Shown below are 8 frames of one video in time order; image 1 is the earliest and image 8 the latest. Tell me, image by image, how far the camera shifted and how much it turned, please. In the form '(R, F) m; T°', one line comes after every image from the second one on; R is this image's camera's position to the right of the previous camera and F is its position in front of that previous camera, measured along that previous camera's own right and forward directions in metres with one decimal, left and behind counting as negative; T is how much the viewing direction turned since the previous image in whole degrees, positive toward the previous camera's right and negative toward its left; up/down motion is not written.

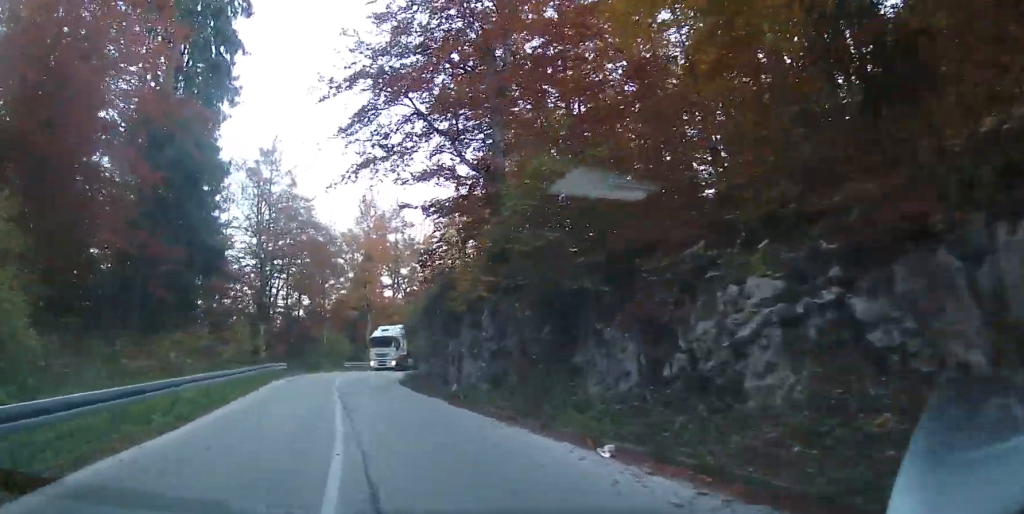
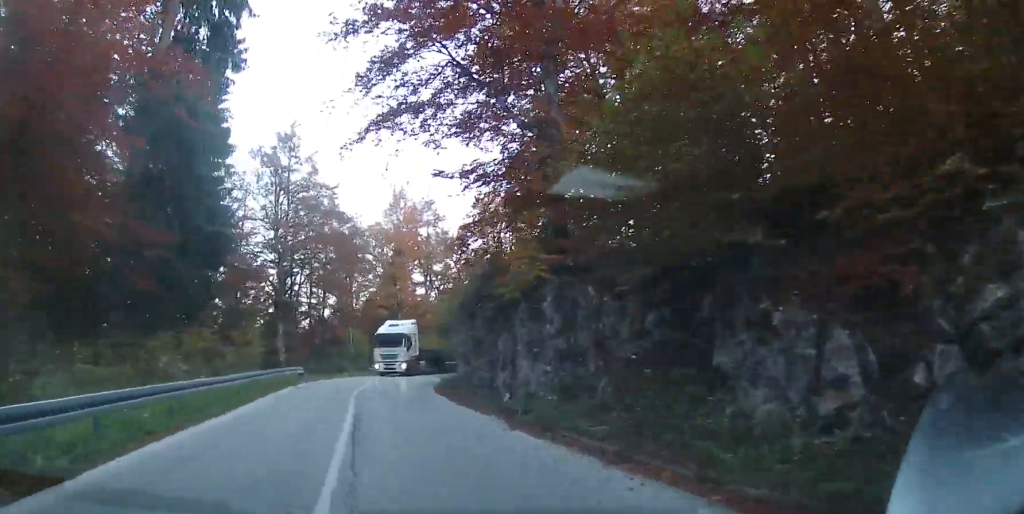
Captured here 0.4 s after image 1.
(-0.2, +5.1) m; -2°
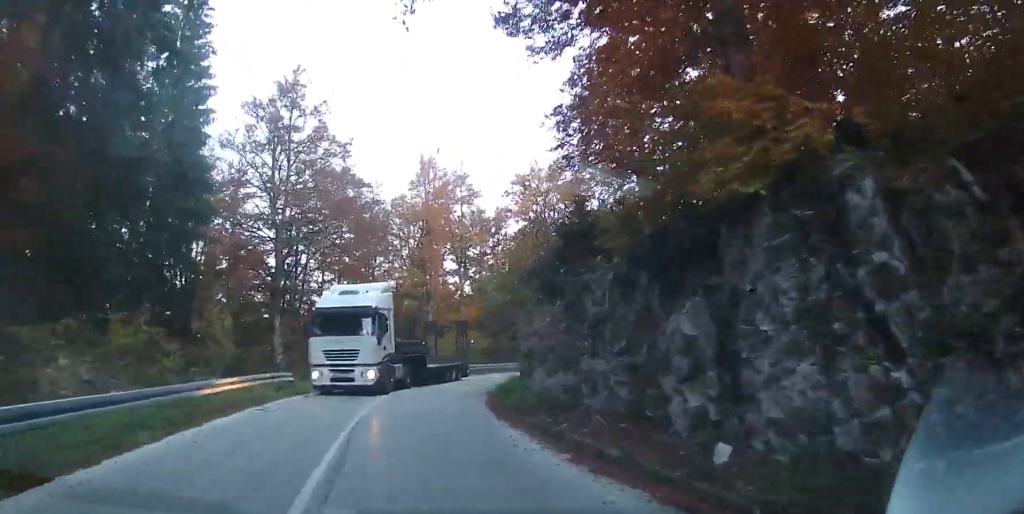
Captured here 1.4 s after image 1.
(-0.3, +11.0) m; -2°
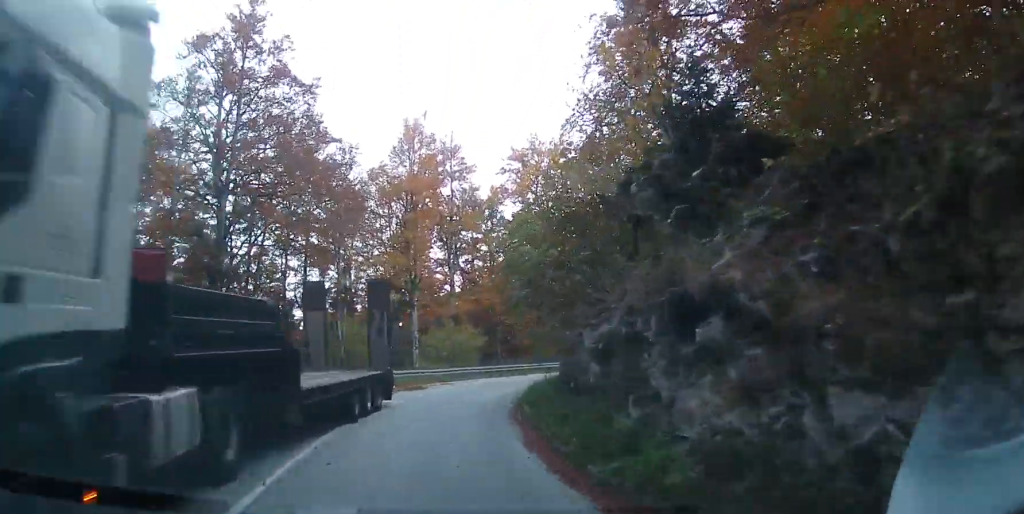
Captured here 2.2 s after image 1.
(-0.1, +9.3) m; 0°
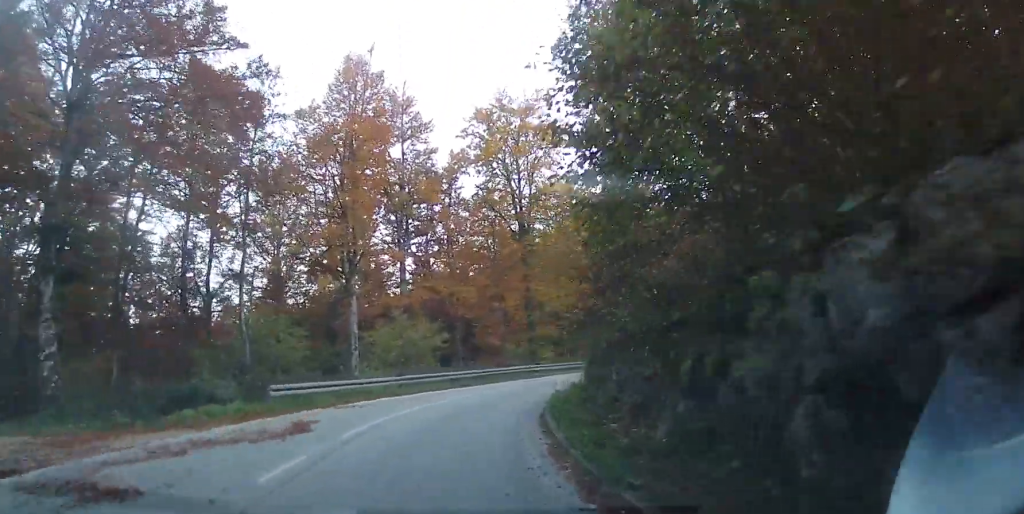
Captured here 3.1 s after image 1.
(+0.1, +10.7) m; +6°
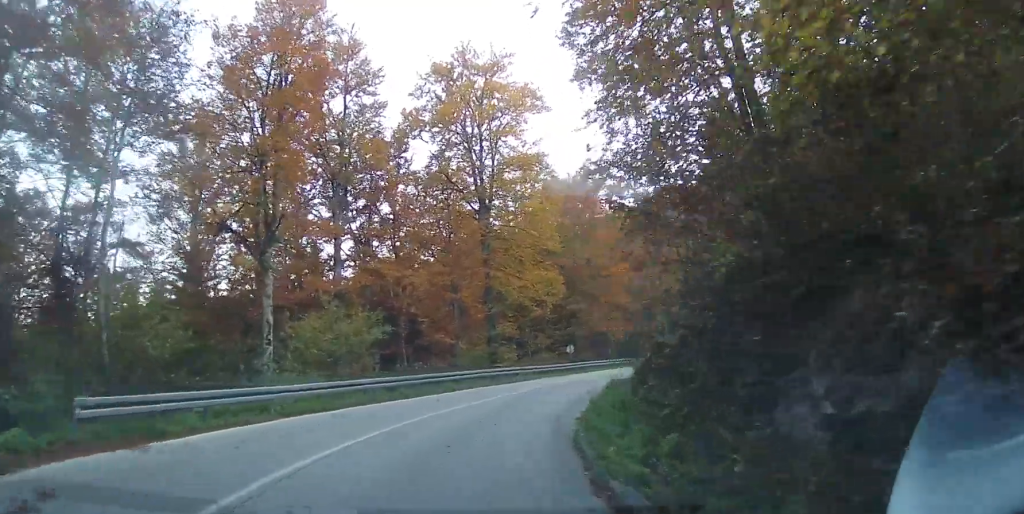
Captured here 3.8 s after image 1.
(+0.7, +7.7) m; +6°
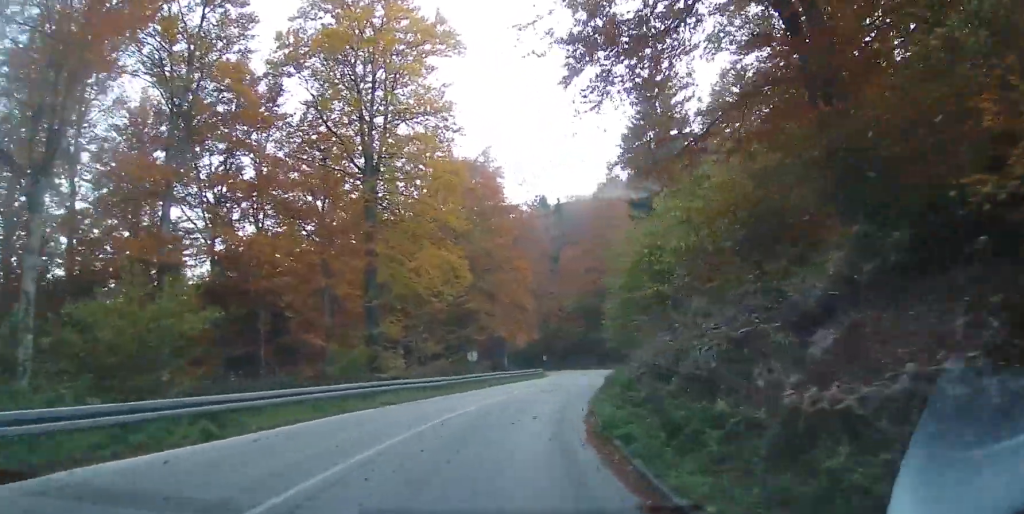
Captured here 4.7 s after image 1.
(+0.6, +10.0) m; +9°
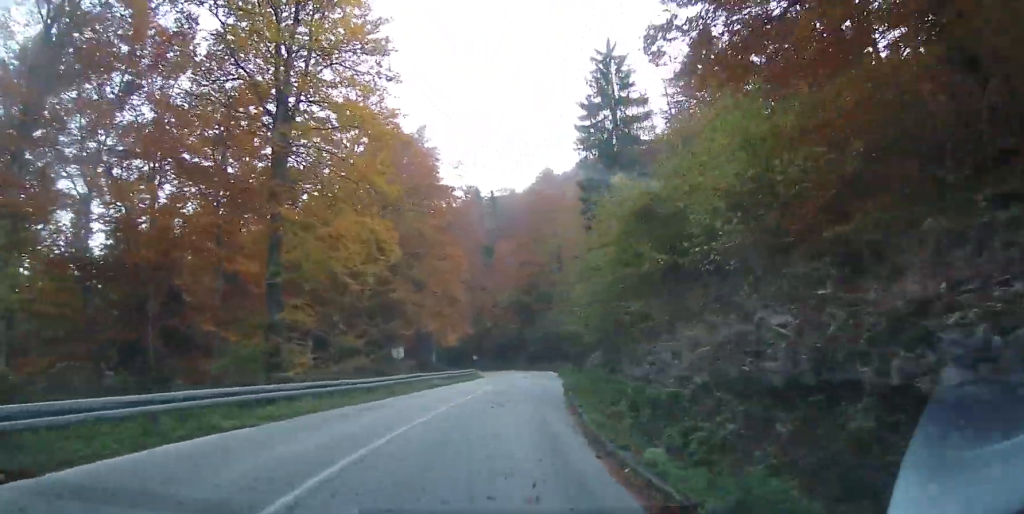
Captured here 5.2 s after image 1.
(+0.1, +6.4) m; +5°
